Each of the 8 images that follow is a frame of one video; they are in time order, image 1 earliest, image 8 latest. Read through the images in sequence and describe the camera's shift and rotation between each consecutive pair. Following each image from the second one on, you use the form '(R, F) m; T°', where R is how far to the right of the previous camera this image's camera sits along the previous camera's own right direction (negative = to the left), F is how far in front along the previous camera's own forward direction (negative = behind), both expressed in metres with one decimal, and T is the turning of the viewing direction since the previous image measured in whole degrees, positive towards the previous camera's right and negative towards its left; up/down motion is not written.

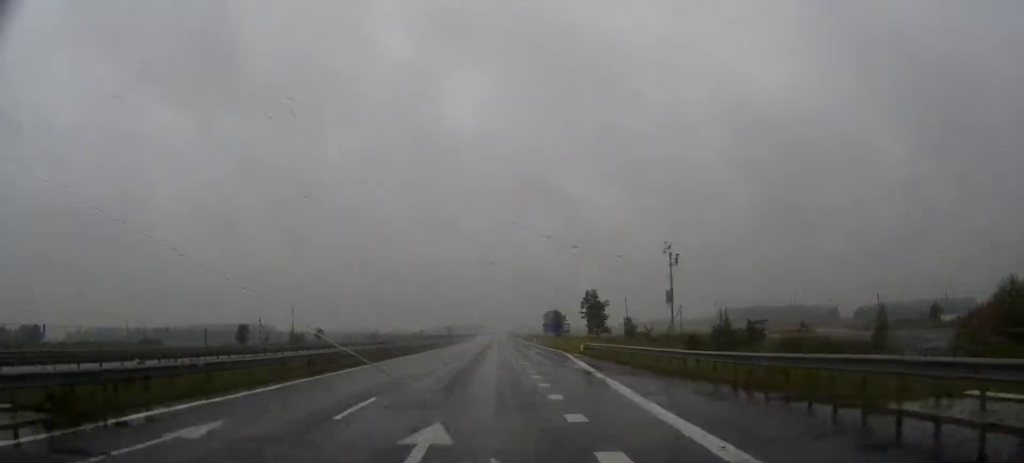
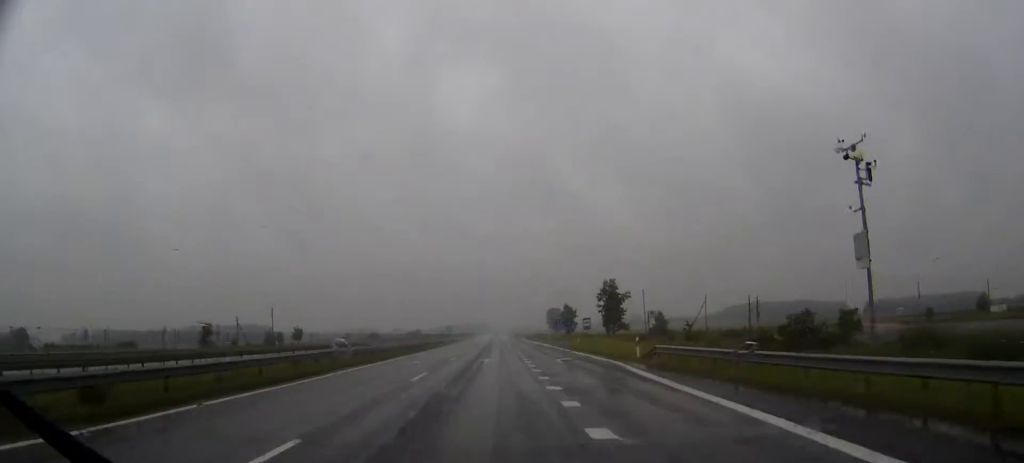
(0.0, +22.5) m; 0°
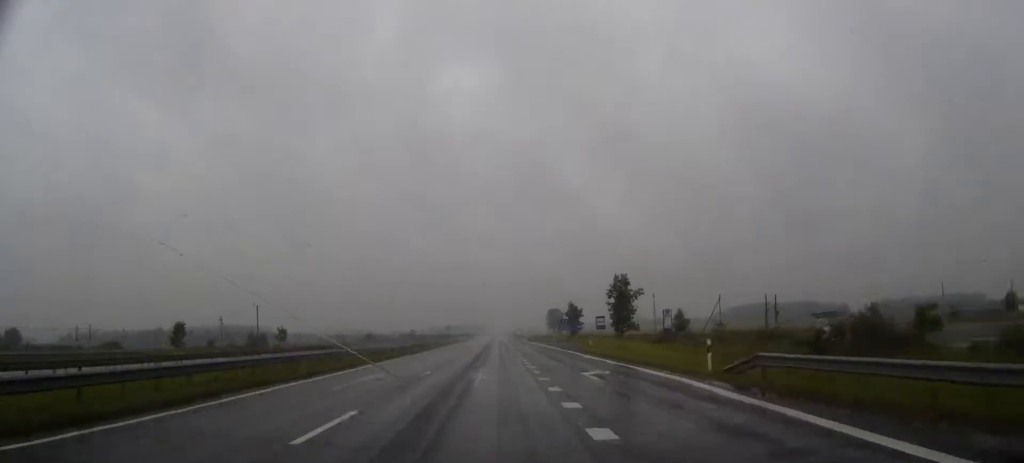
(0.0, +12.2) m; 0°
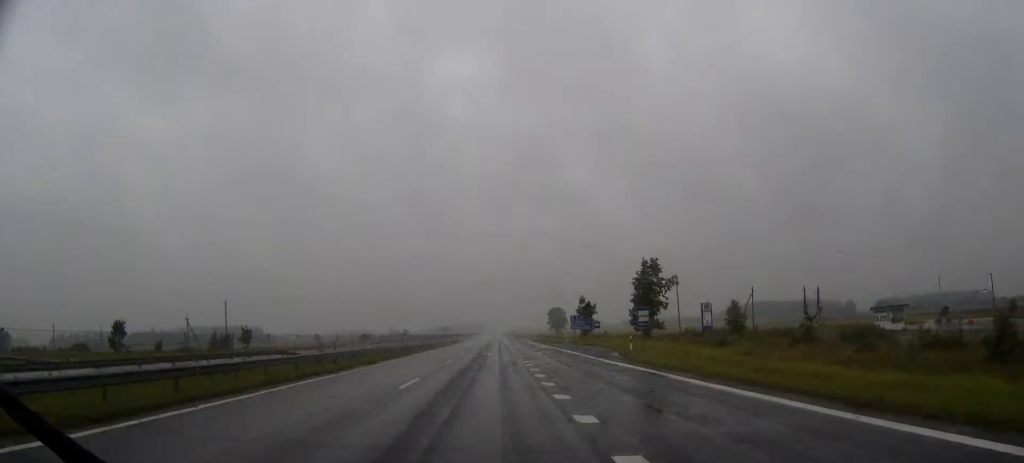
(0.0, +22.5) m; 0°
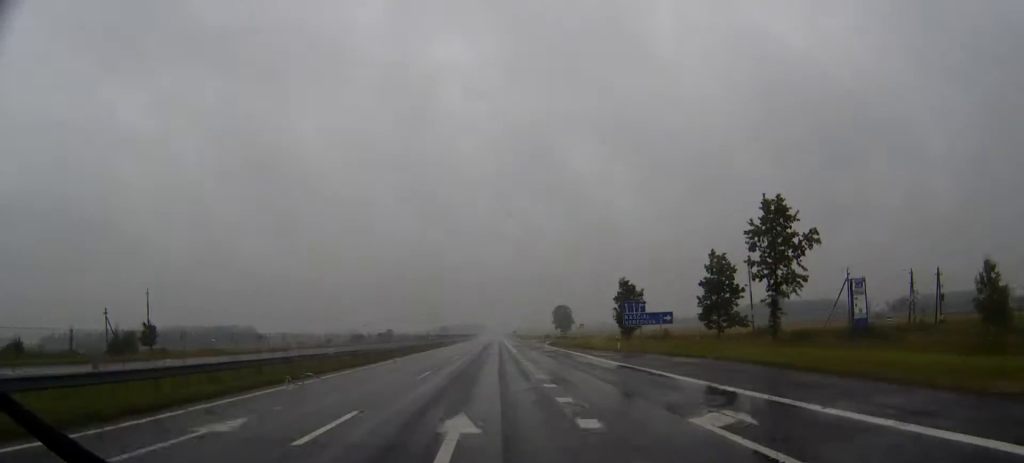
(+0.1, +41.3) m; 0°
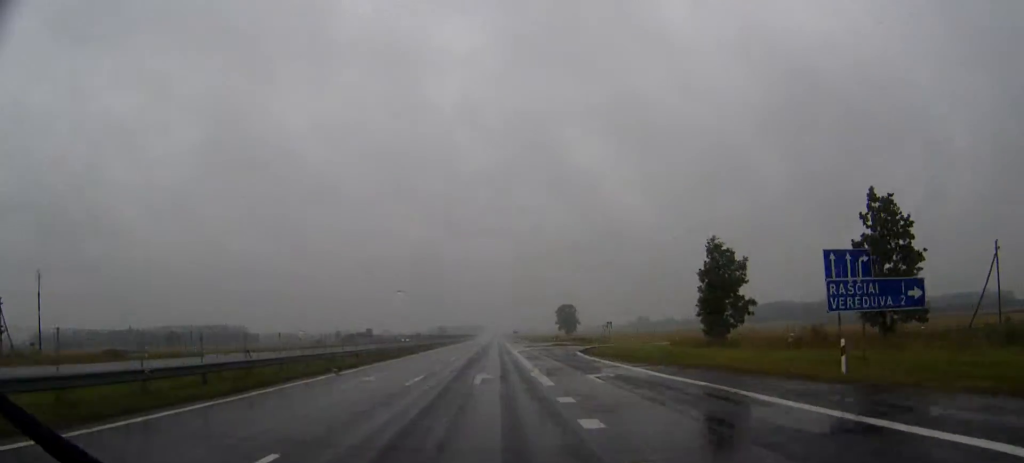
(+0.1, +36.6) m; 0°
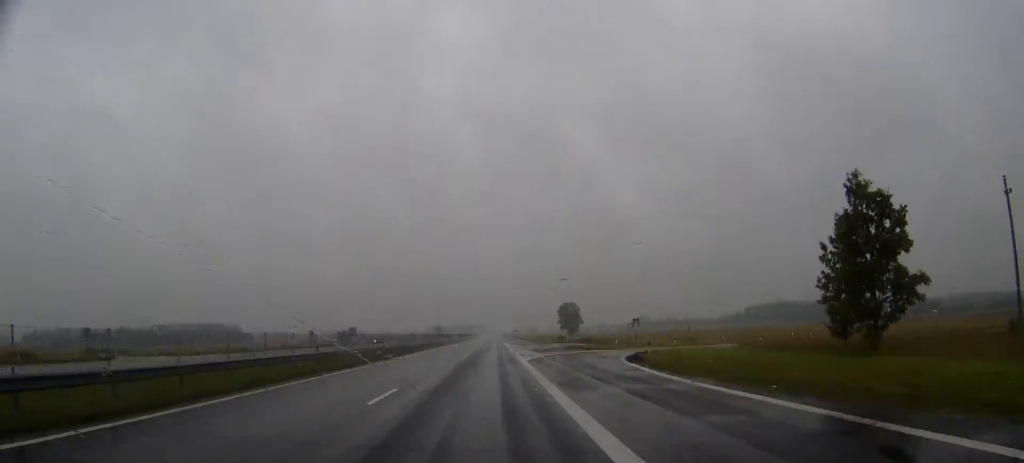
(0.0, +21.6) m; 0°
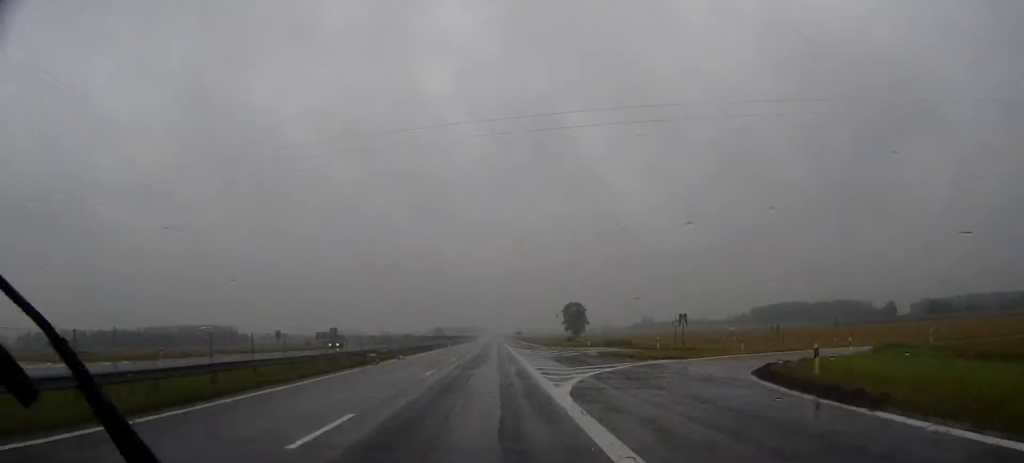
(0.0, +21.6) m; 0°
